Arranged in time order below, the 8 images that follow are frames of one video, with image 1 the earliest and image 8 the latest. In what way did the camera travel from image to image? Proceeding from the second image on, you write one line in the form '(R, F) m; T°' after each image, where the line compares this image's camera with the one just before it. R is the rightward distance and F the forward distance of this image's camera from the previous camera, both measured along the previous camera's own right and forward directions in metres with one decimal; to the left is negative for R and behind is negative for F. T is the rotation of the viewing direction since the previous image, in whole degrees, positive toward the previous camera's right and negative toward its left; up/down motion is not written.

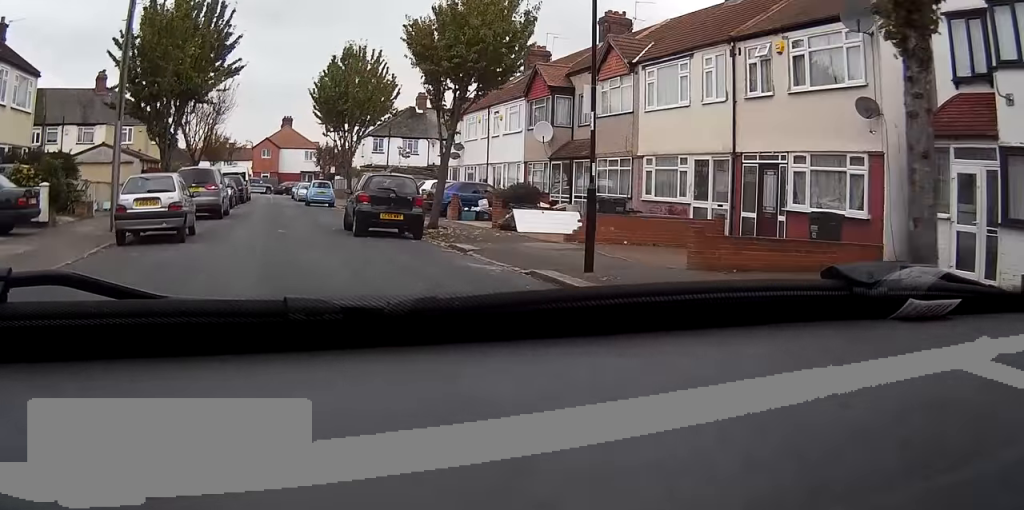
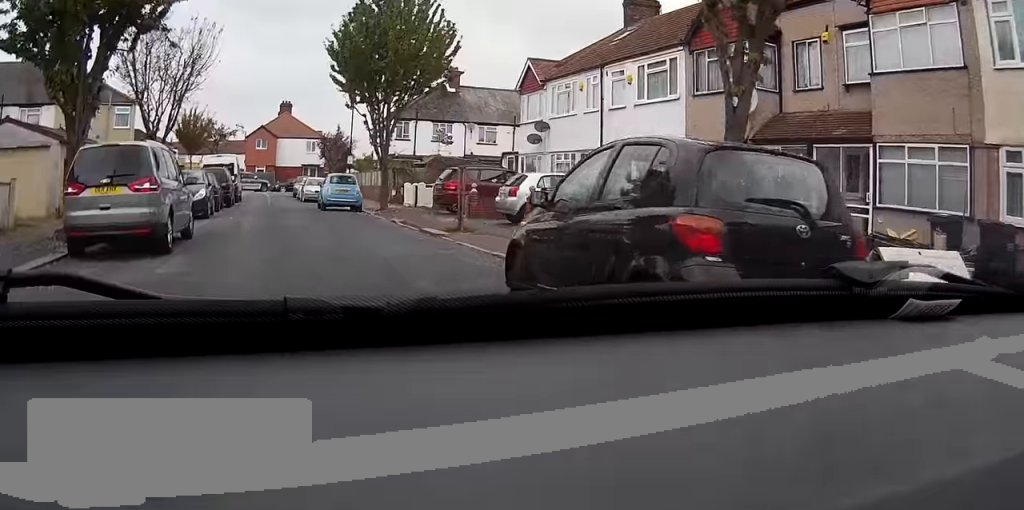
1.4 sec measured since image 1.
(+0.1, +13.3) m; +1°
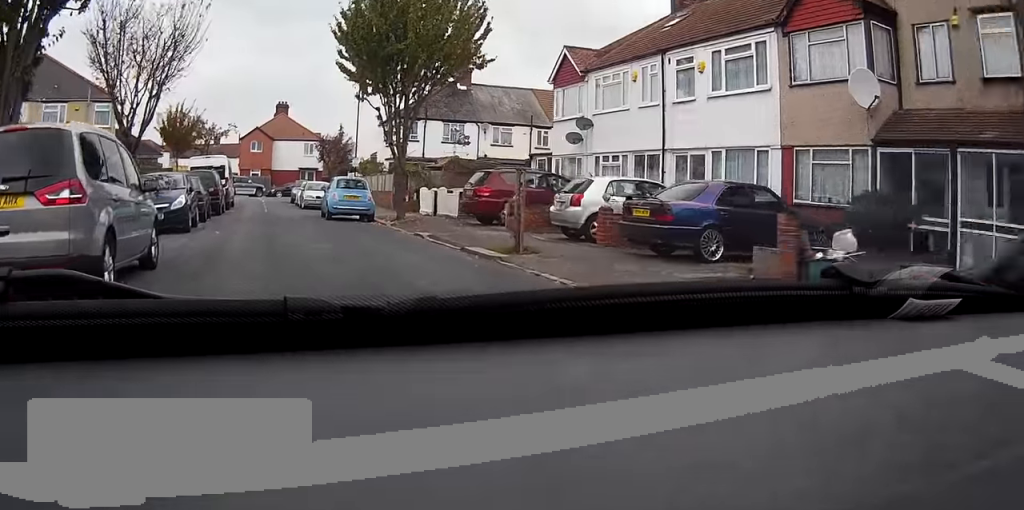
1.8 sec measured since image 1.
(0.0, +4.4) m; +1°
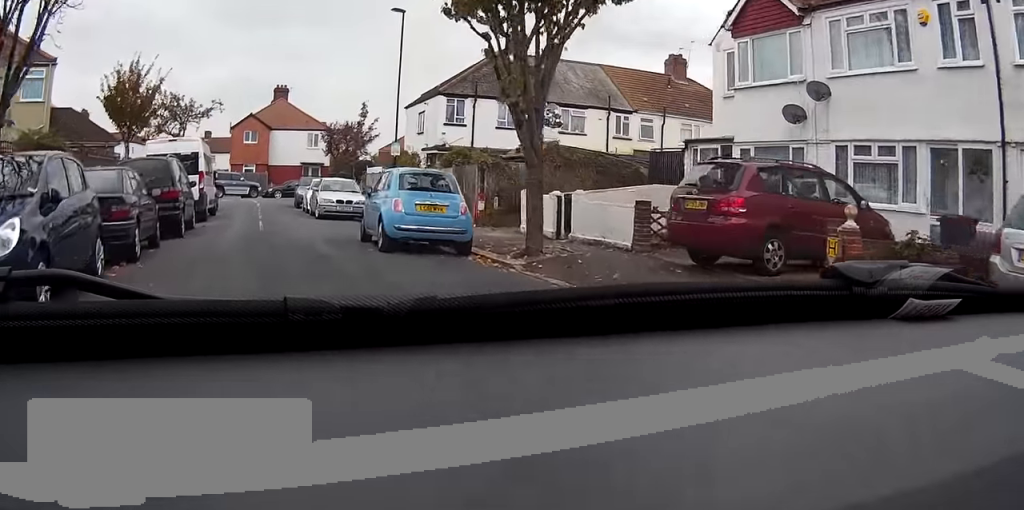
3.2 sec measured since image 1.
(+0.2, +11.9) m; +2°
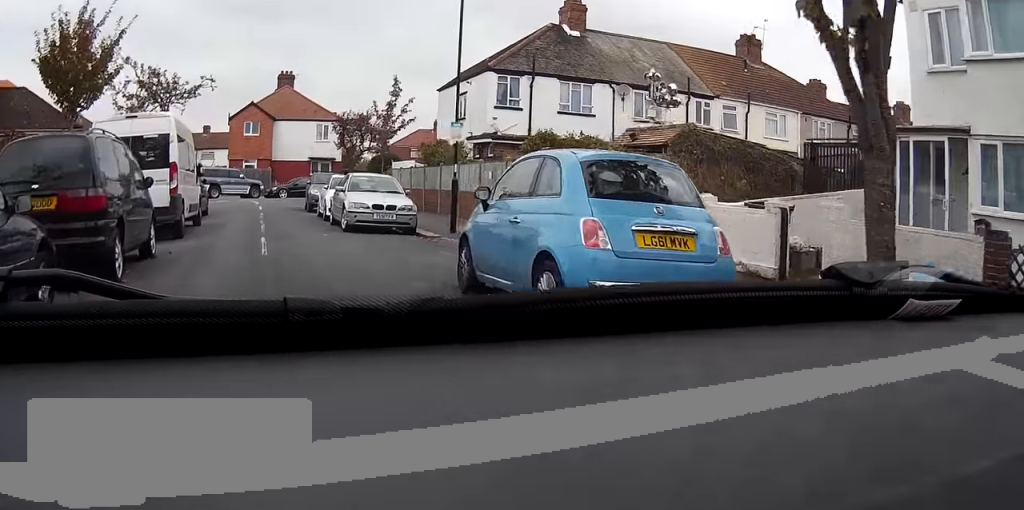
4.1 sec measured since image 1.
(+0.1, +7.4) m; -1°
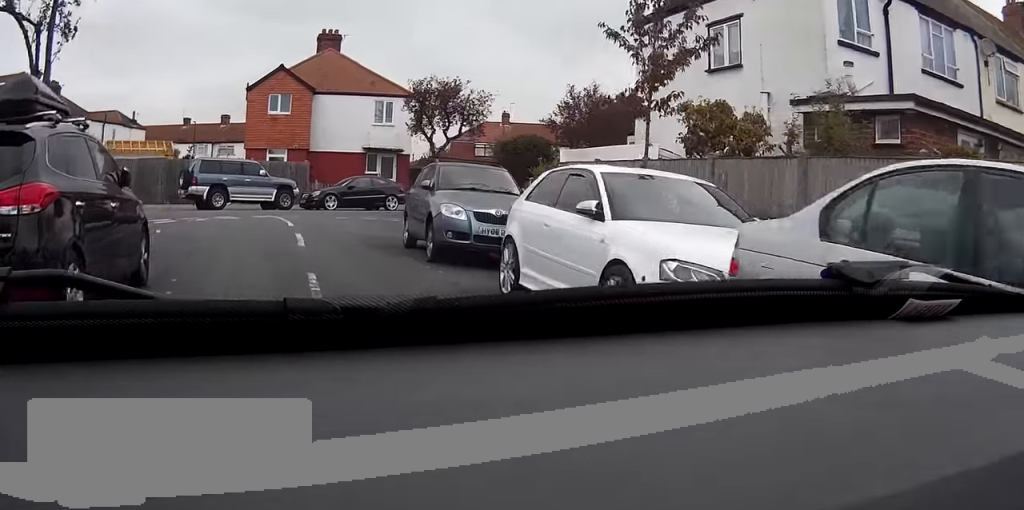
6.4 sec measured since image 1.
(-1.7, +16.9) m; -11°
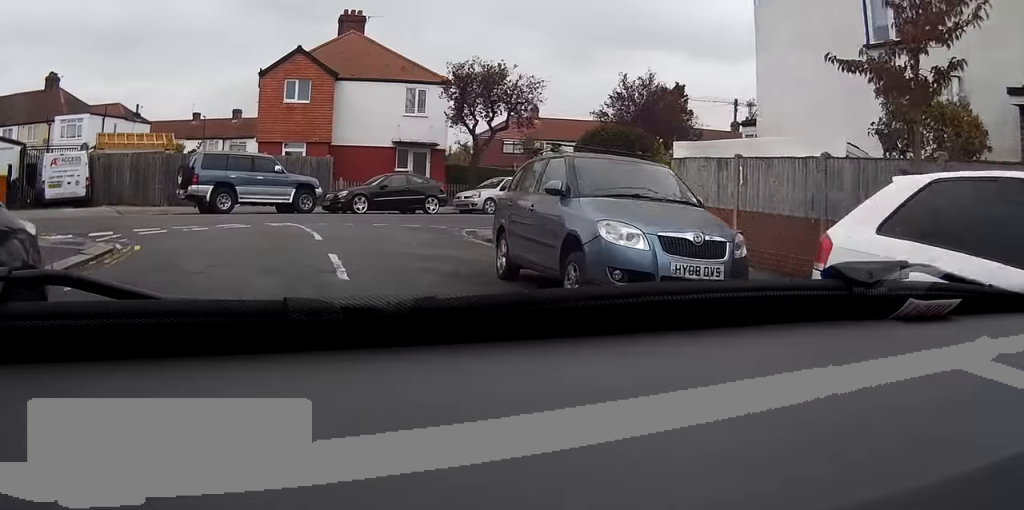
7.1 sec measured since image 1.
(-0.1, +4.5) m; 0°
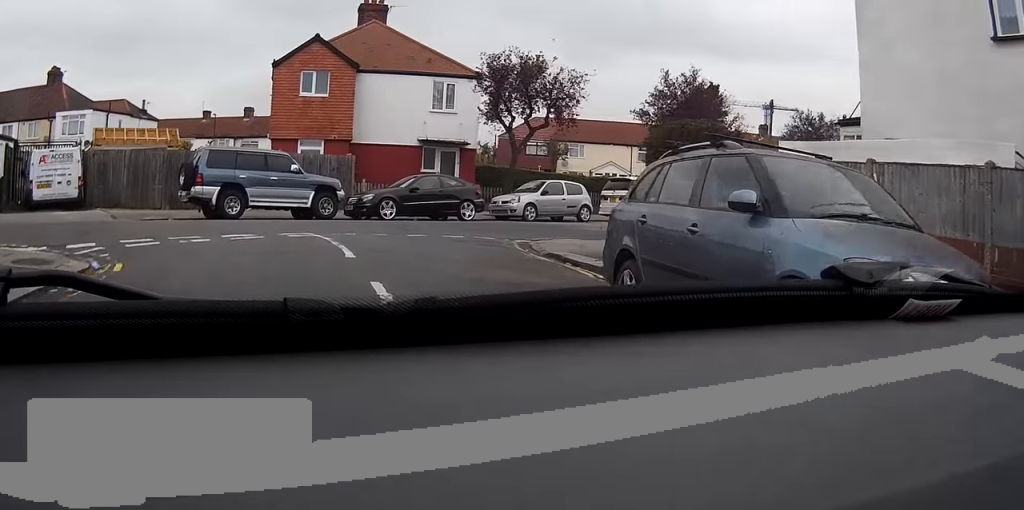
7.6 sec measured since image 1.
(0.0, +2.9) m; +1°
